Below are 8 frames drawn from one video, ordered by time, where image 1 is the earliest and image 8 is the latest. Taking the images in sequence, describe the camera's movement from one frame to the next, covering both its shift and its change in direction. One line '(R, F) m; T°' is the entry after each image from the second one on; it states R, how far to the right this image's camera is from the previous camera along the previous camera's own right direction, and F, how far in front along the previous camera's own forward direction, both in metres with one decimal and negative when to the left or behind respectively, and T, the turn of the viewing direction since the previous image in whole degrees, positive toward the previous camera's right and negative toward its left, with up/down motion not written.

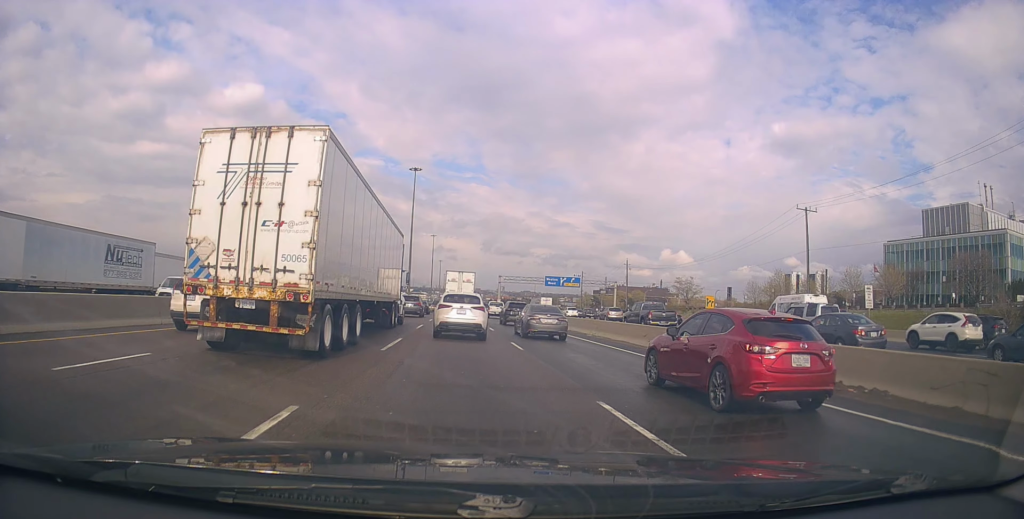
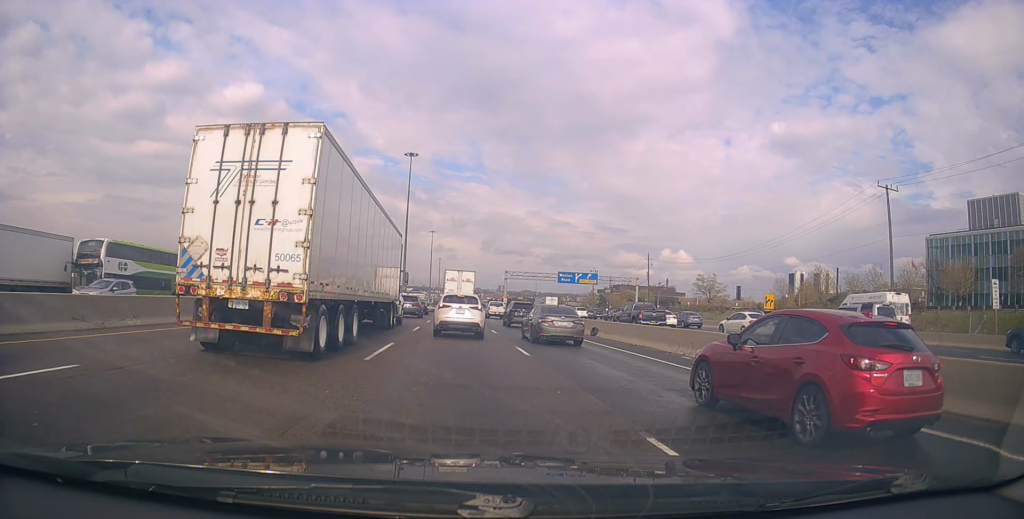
(-0.5, +14.0) m; -6°
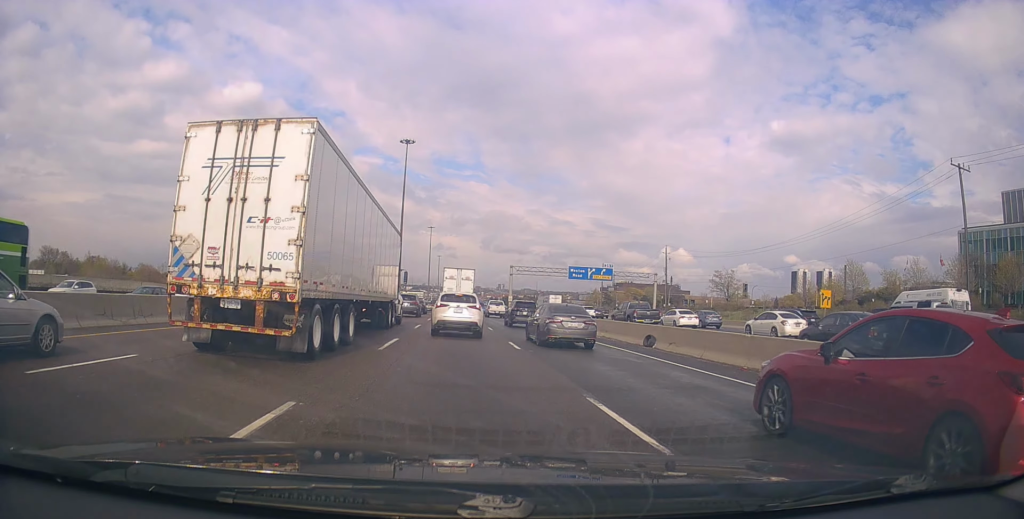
(+0.2, +9.7) m; -1°
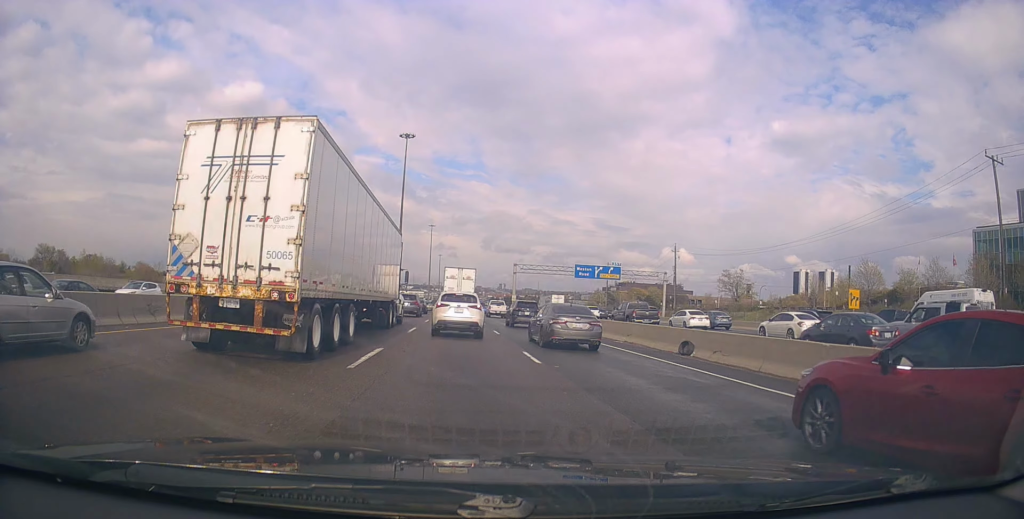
(-0.2, +3.9) m; 0°
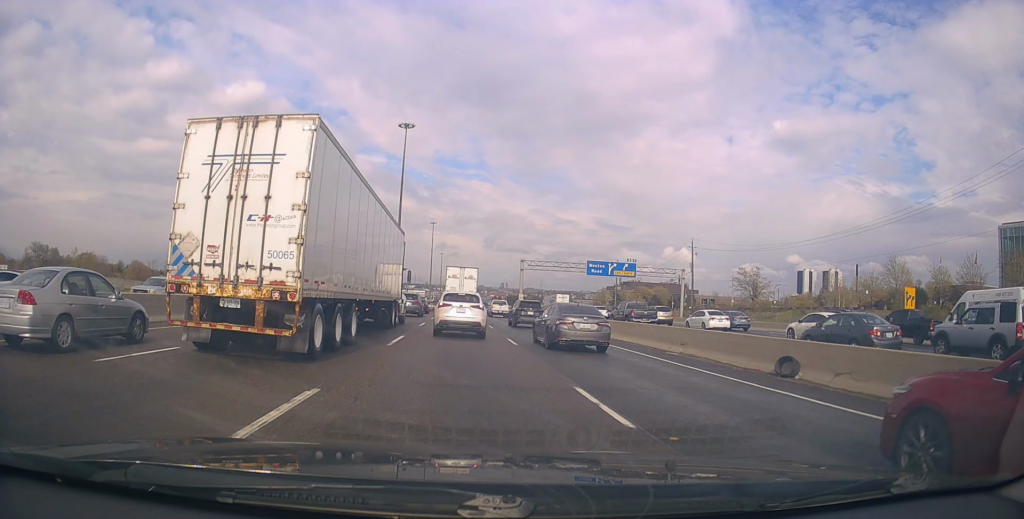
(-0.1, +6.6) m; +1°
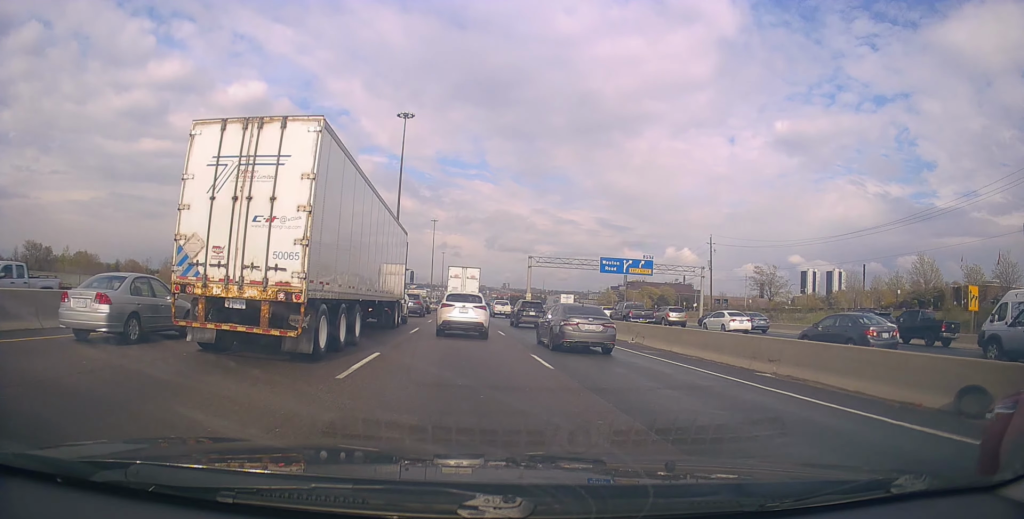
(+0.3, +6.4) m; +2°
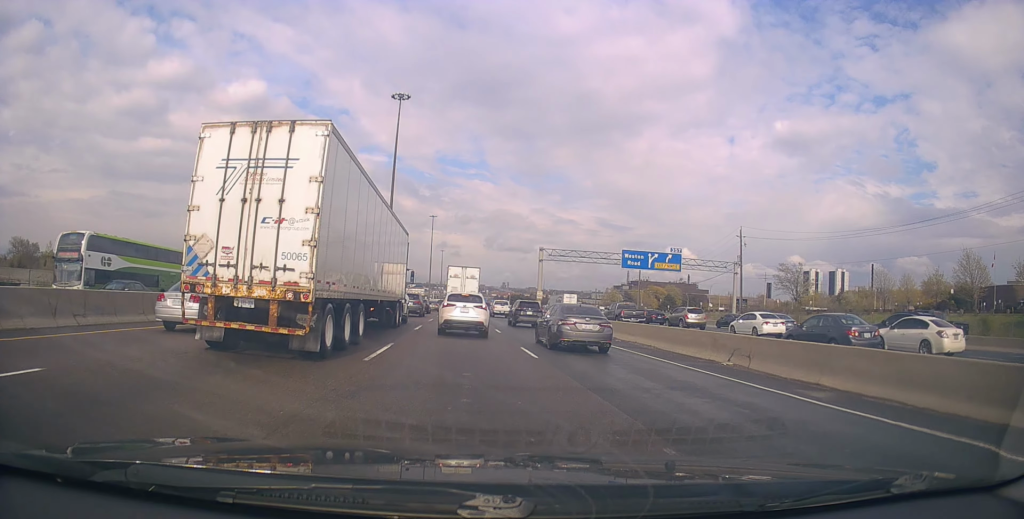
(-0.1, +9.9) m; -2°
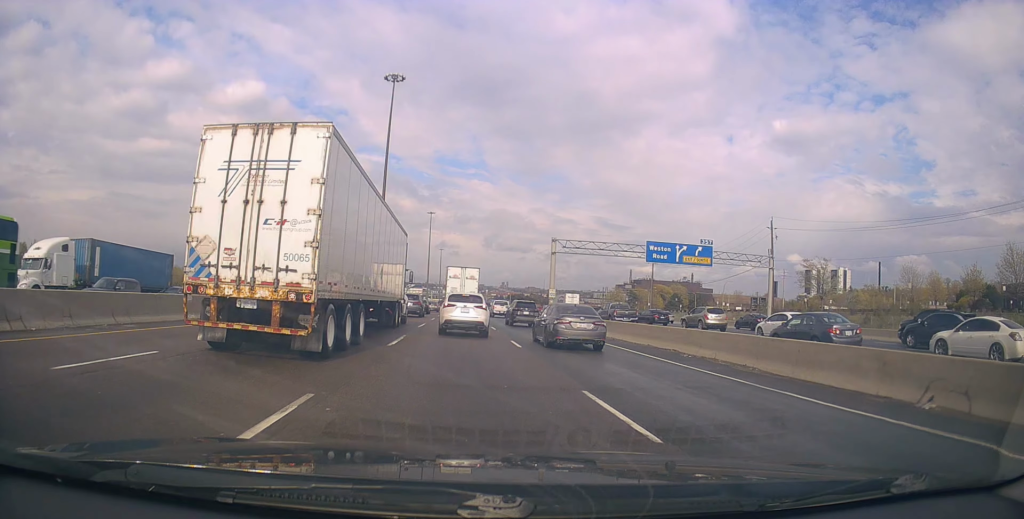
(-0.3, +8.7) m; -1°
